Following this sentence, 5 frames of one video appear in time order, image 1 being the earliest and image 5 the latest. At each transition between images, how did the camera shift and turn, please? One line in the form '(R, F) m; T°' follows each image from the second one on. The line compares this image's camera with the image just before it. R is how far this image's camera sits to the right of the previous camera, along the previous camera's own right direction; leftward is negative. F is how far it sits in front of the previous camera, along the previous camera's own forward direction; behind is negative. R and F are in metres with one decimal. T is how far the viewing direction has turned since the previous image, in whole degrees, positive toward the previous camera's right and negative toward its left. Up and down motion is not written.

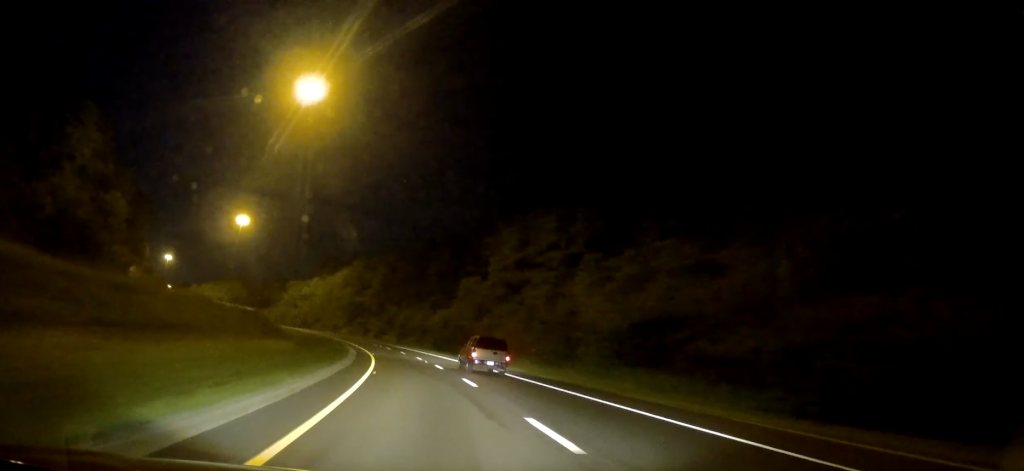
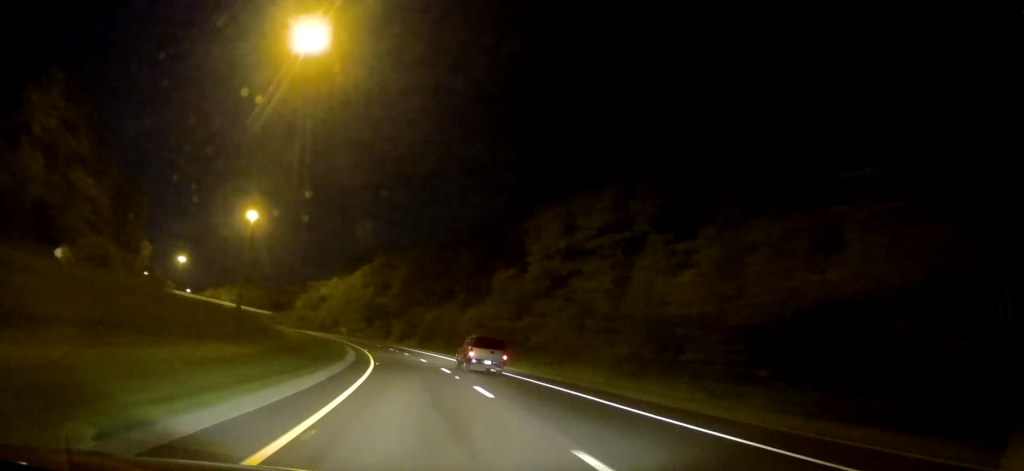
(-0.1, +16.4) m; -3°
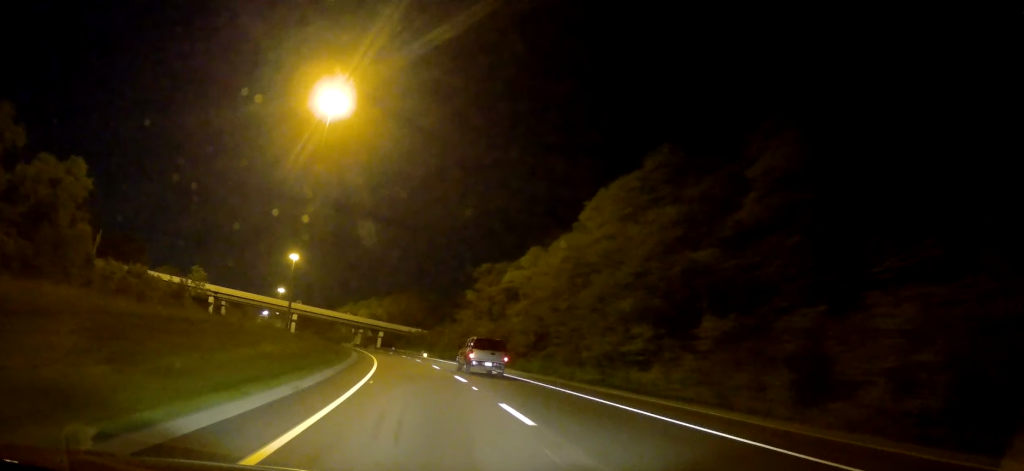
(-20.6, +115.3) m; -20°
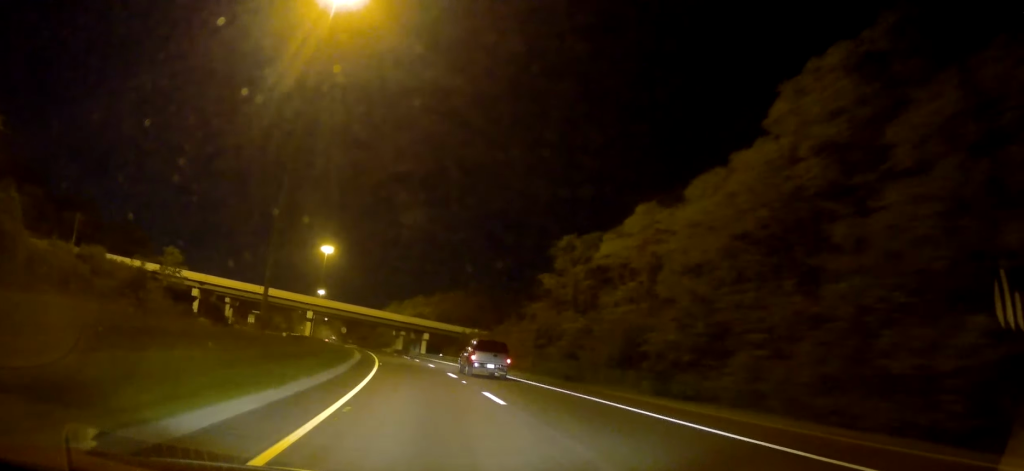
(-1.7, +32.6) m; -7°
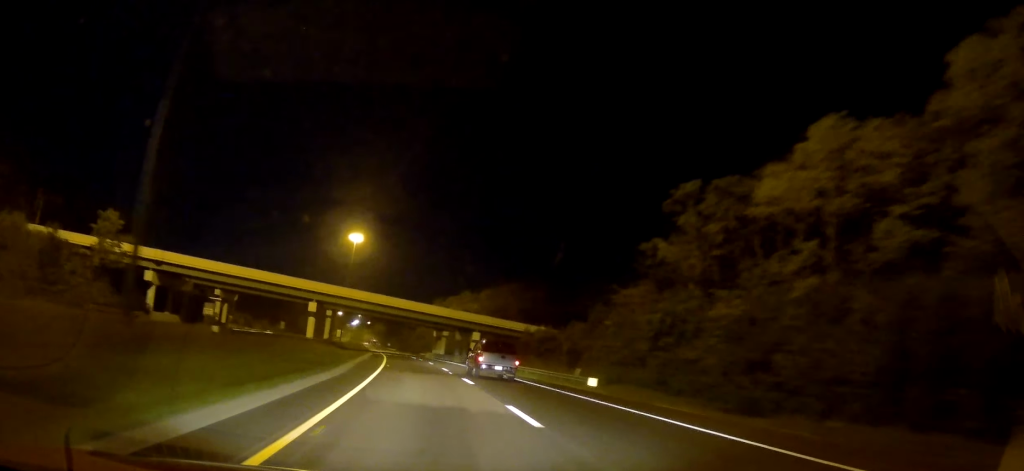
(-2.1, +30.1) m; -7°
